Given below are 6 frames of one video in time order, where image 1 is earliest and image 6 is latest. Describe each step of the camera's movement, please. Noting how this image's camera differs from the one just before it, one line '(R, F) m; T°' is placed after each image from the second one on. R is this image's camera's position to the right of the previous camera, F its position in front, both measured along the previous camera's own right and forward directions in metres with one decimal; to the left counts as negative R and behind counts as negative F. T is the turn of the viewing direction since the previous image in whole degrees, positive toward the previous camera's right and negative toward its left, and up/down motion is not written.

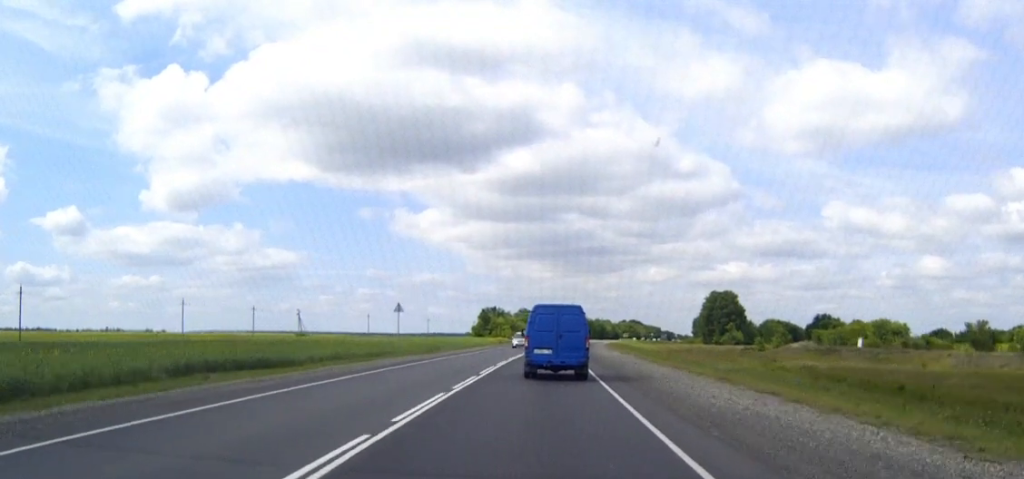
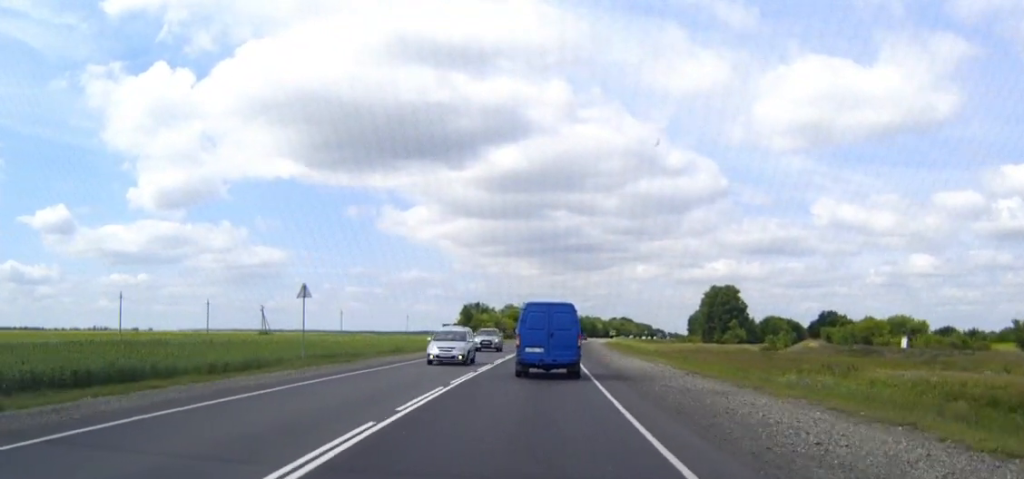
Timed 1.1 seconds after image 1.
(+0.2, +22.7) m; +1°
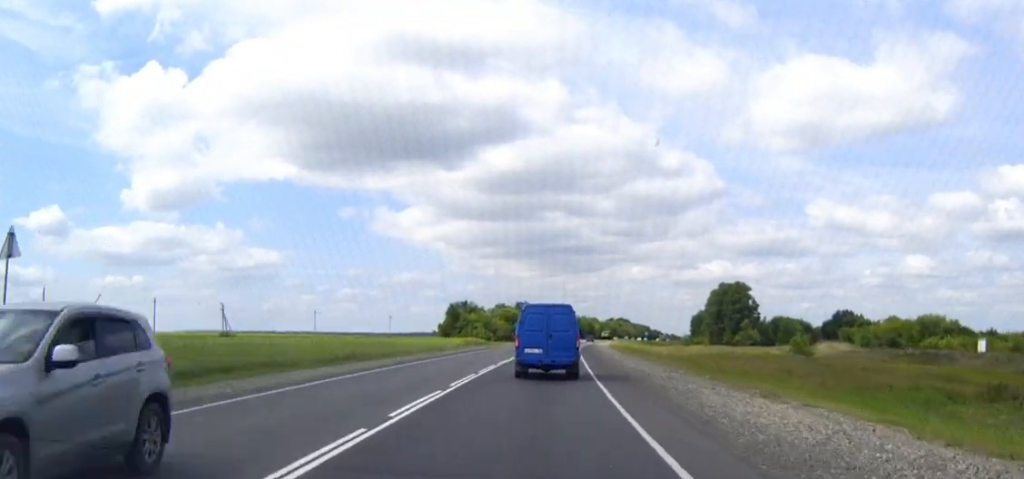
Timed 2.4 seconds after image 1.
(+0.1, +24.9) m; +1°
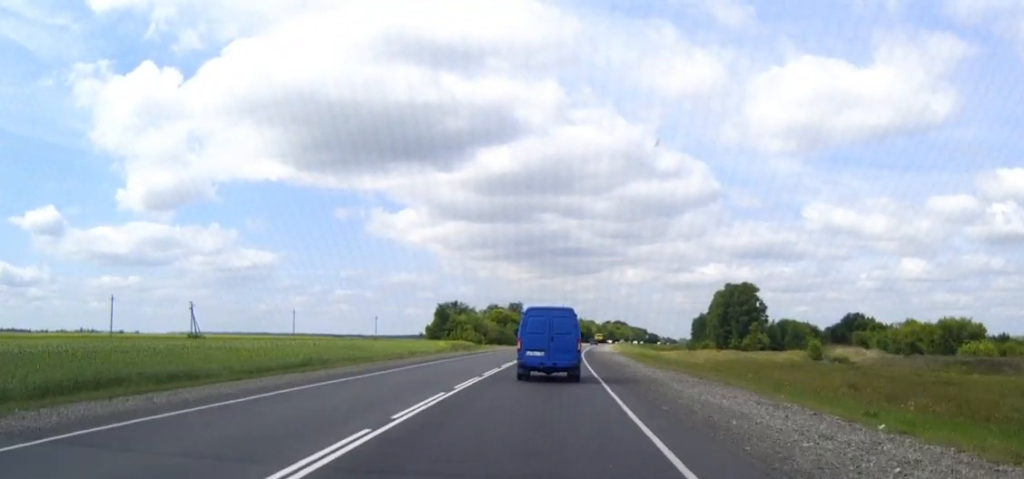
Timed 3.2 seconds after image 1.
(+0.1, +16.3) m; 0°
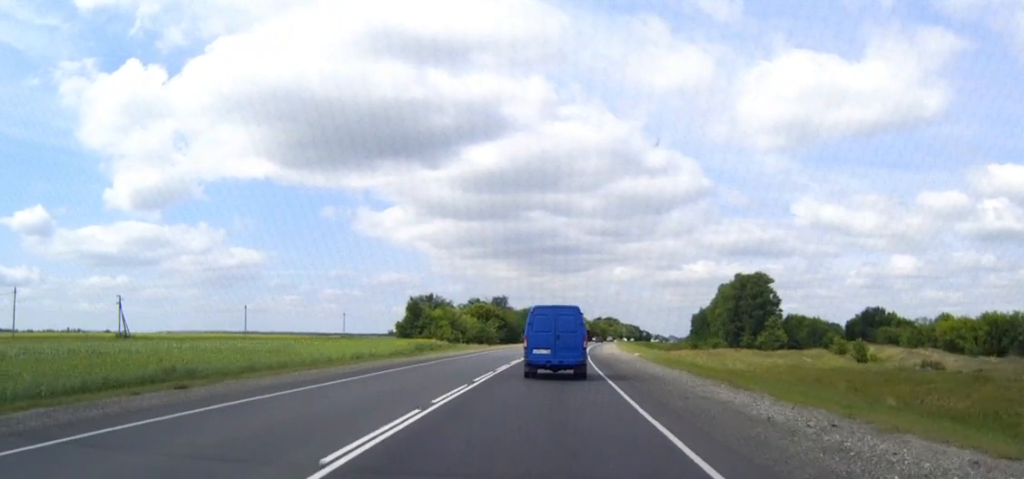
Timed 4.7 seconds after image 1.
(+0.1, +29.3) m; +1°
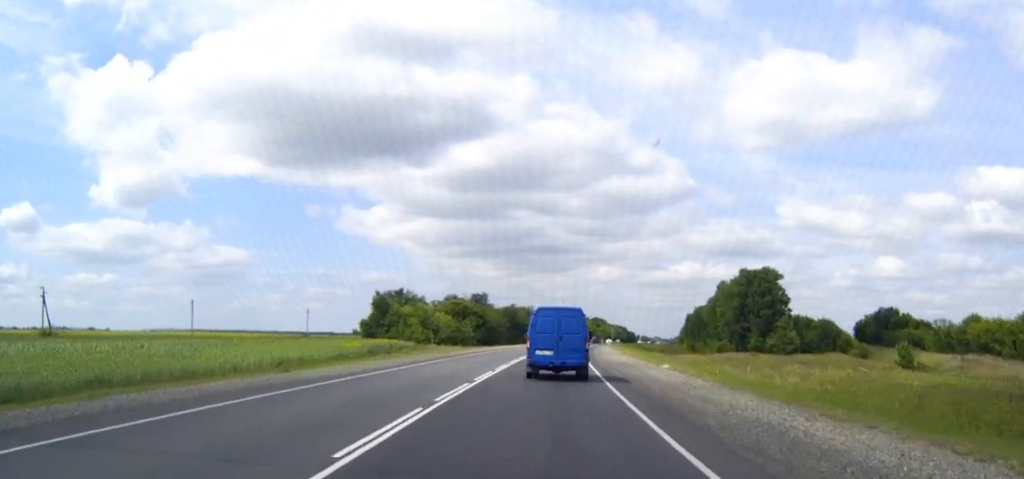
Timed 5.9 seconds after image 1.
(+0.2, +23.5) m; +1°
